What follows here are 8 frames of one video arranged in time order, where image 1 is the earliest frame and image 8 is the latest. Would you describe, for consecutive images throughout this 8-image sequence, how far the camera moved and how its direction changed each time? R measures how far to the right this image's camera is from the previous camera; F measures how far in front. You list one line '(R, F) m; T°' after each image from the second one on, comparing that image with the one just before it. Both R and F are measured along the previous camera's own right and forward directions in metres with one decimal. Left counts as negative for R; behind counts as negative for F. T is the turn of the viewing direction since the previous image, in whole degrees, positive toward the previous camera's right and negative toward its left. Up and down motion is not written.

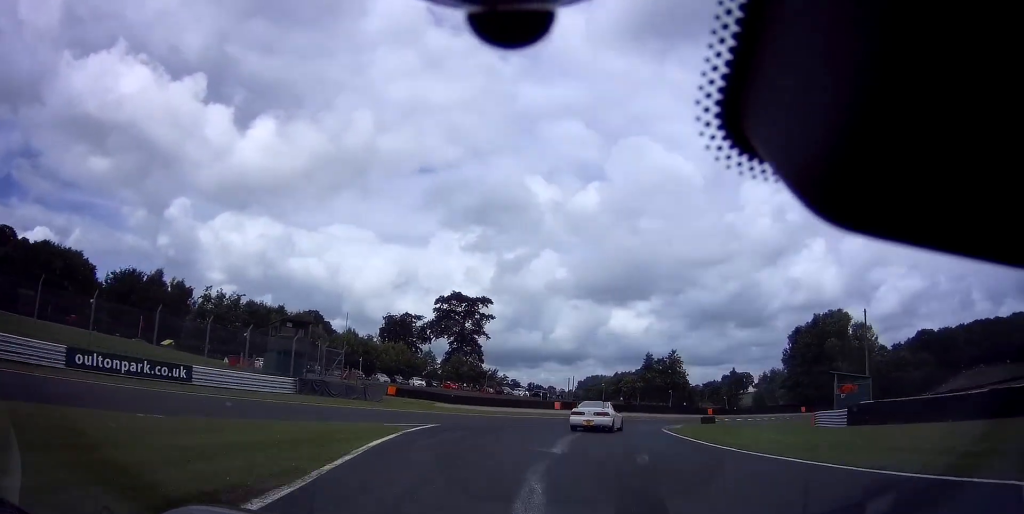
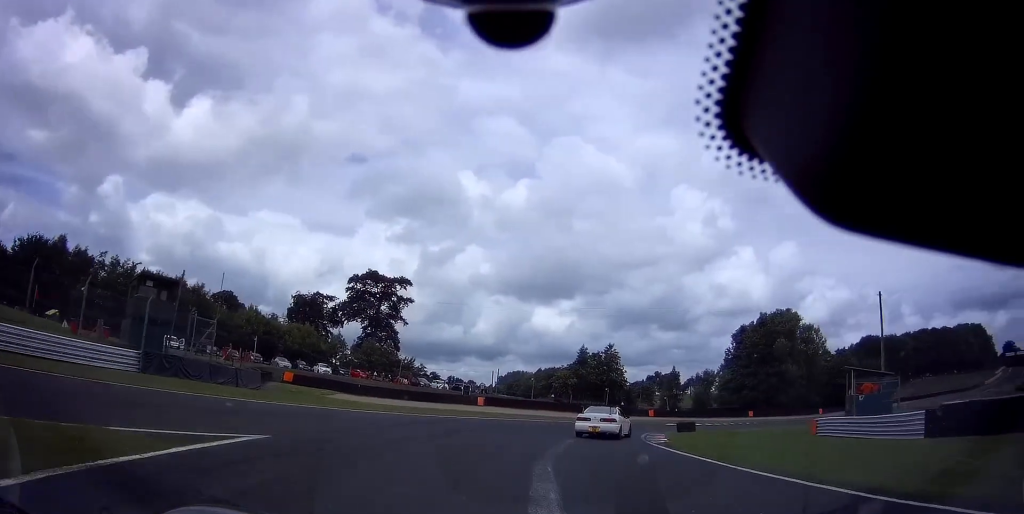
(+0.4, +9.8) m; +8°
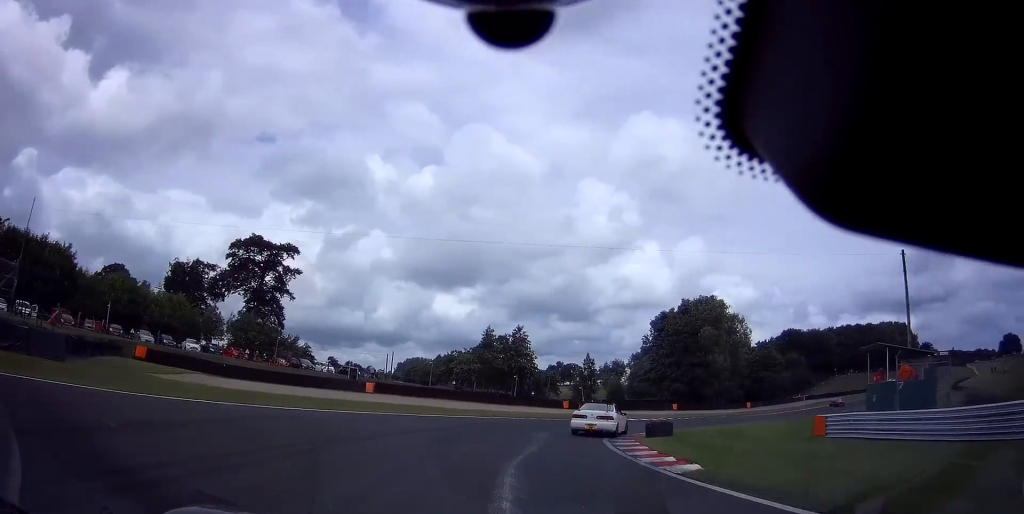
(+0.7, +10.1) m; +9°
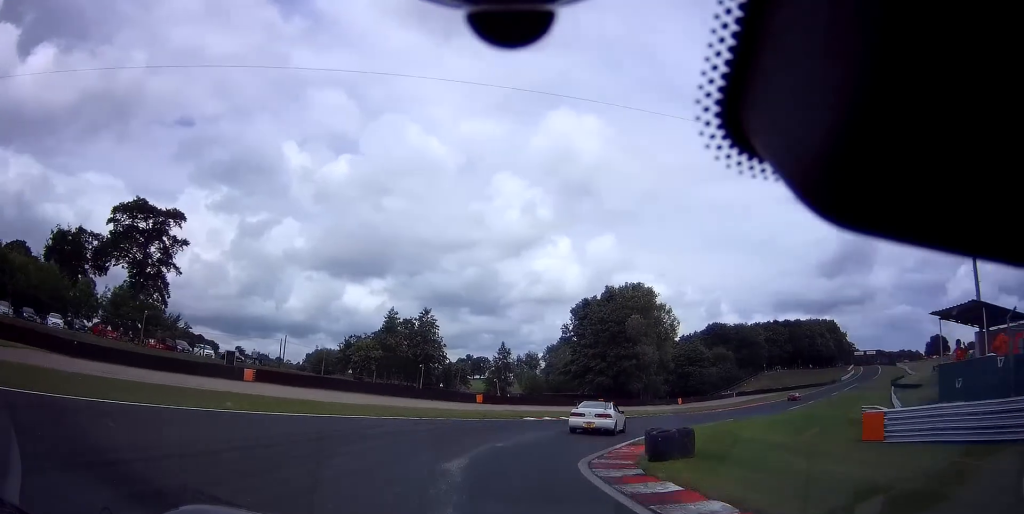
(+0.9, +9.4) m; +10°
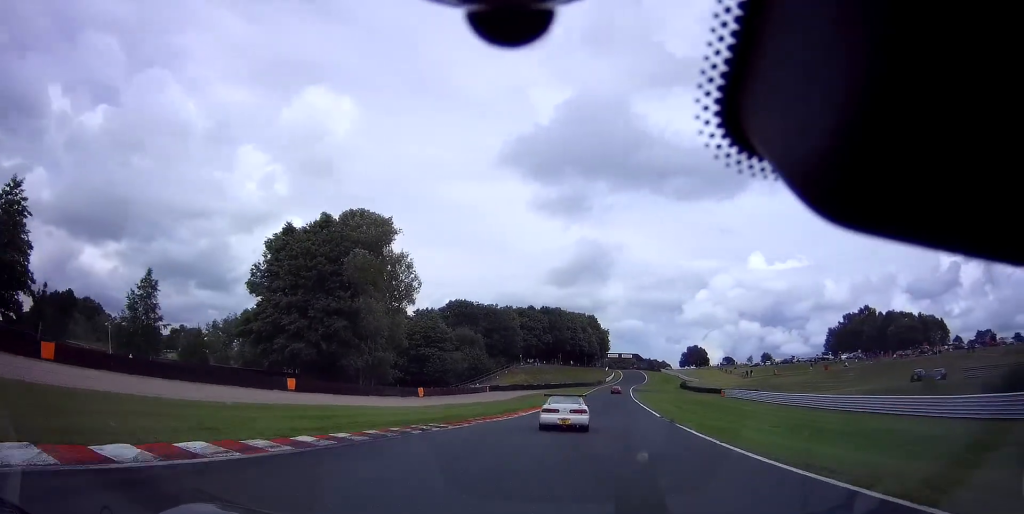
(+9.2, +32.1) m; +28°
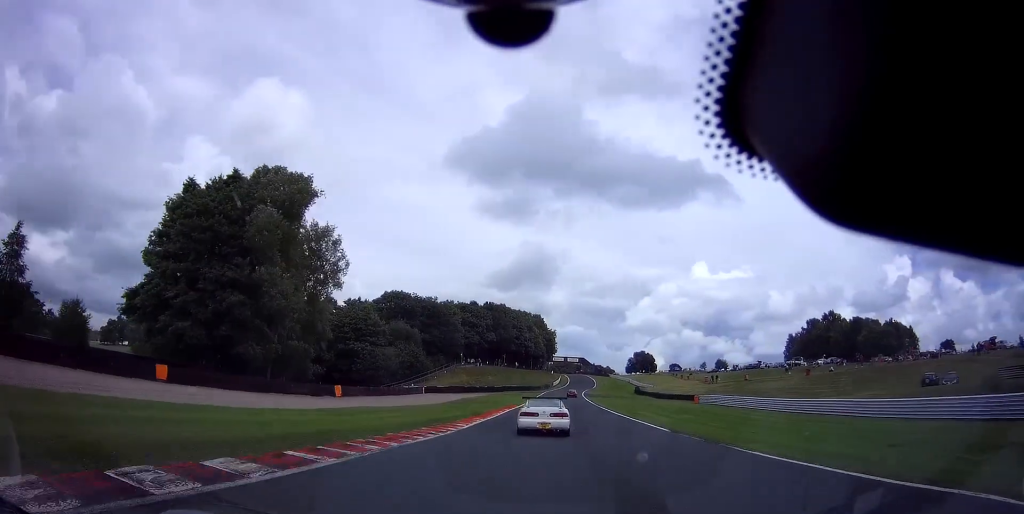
(+0.5, +11.1) m; +6°
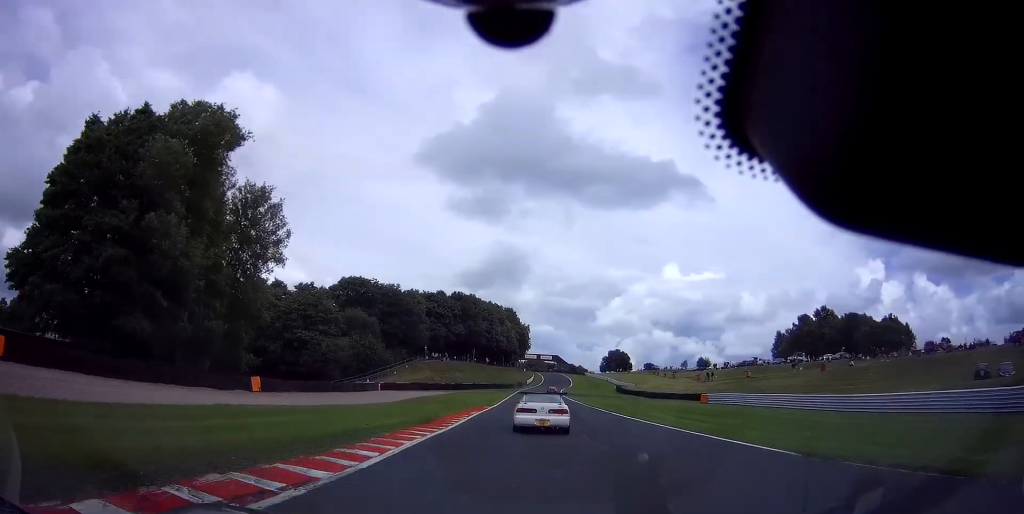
(+0.8, +11.7) m; +4°
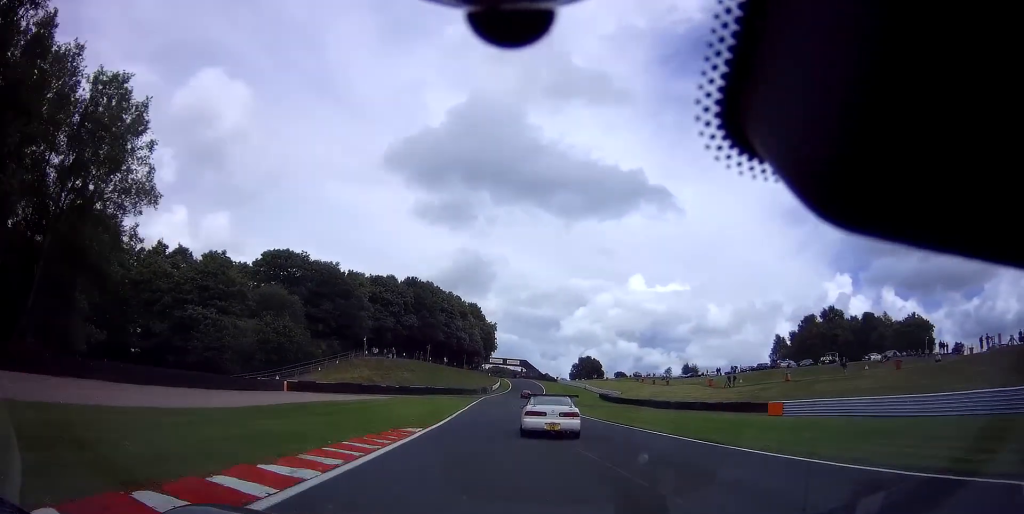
(+1.2, +22.0) m; +5°
